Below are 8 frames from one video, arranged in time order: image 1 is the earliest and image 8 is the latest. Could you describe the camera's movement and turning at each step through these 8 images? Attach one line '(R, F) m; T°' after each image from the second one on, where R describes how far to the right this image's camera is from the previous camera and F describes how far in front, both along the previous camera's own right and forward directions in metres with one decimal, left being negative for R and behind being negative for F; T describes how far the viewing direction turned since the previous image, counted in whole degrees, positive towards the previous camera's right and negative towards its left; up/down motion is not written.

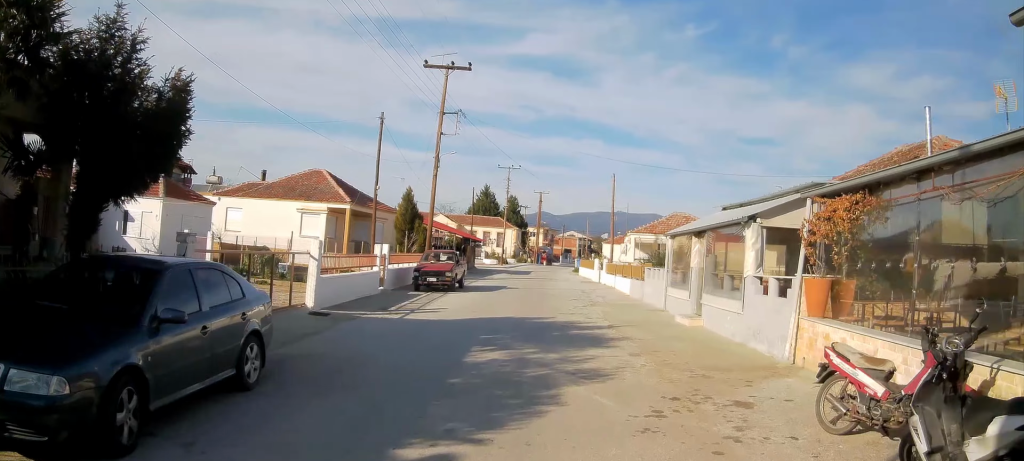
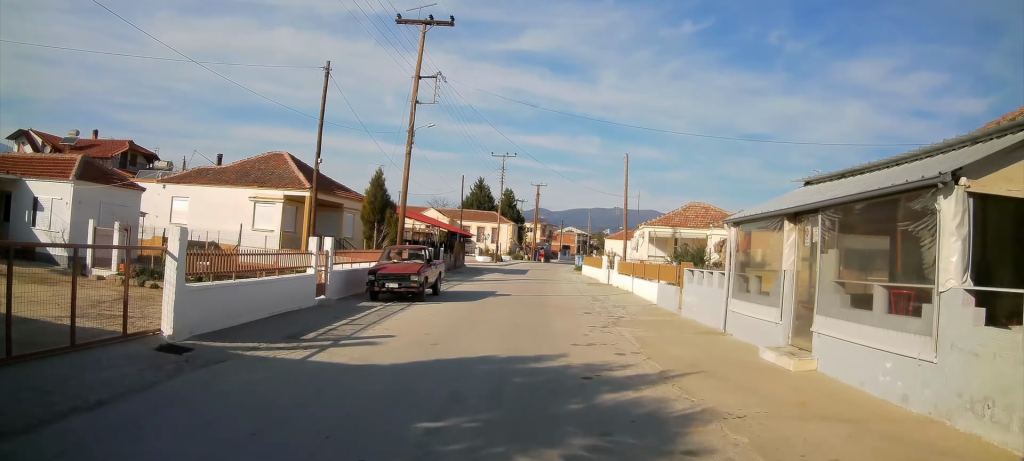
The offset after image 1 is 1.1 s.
(0.0, +5.5) m; -1°
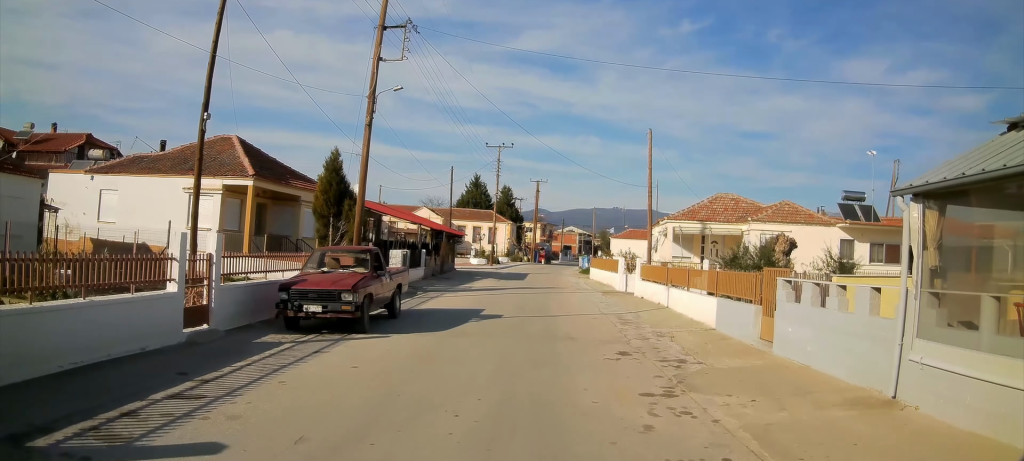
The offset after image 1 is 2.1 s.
(0.0, +4.7) m; -1°
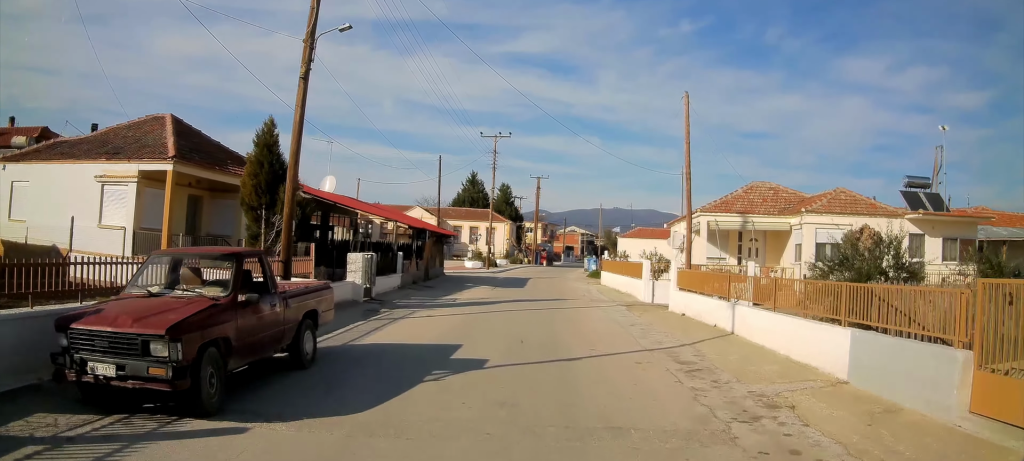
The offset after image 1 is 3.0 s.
(-0.1, +5.5) m; -1°
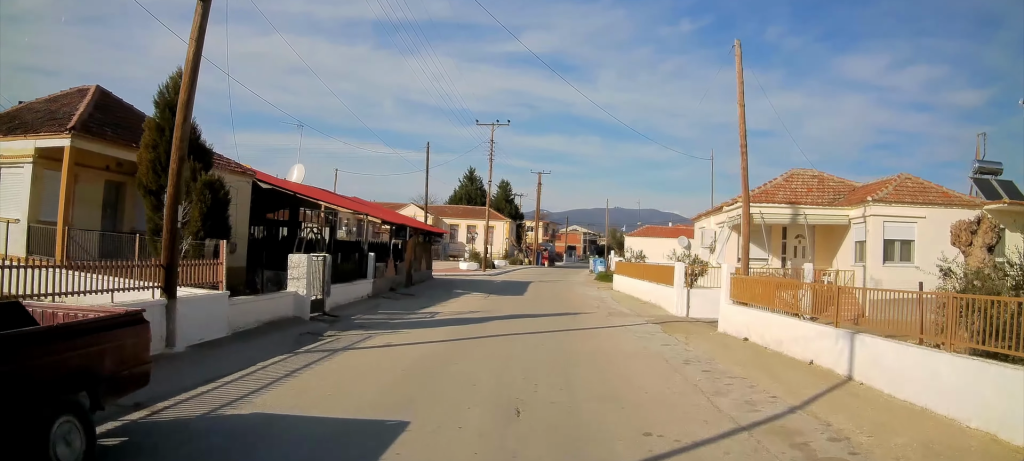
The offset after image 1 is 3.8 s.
(0.0, +5.1) m; 0°
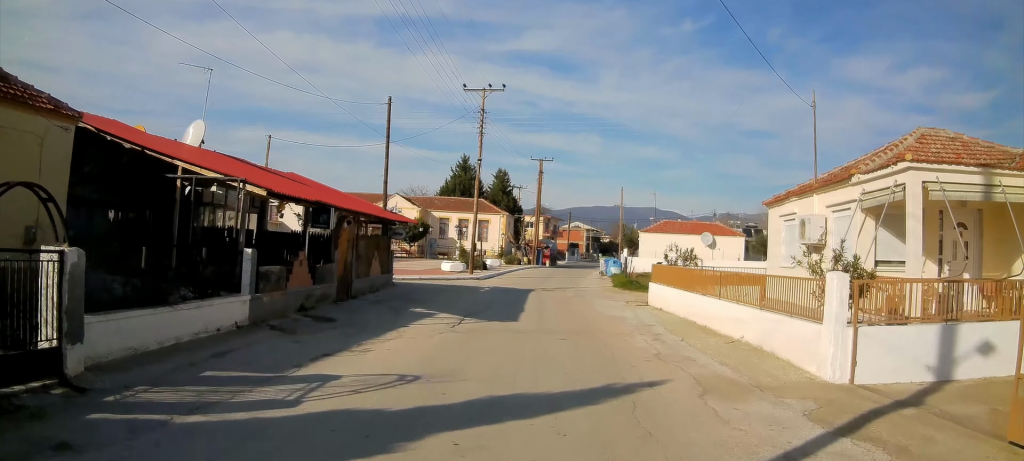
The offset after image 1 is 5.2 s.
(+0.1, +9.9) m; +1°
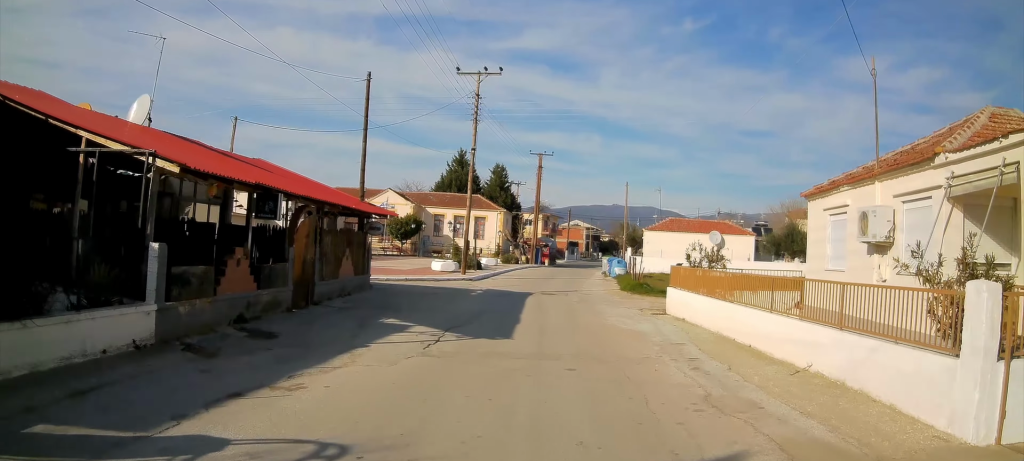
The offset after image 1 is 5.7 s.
(0.0, +3.2) m; 0°
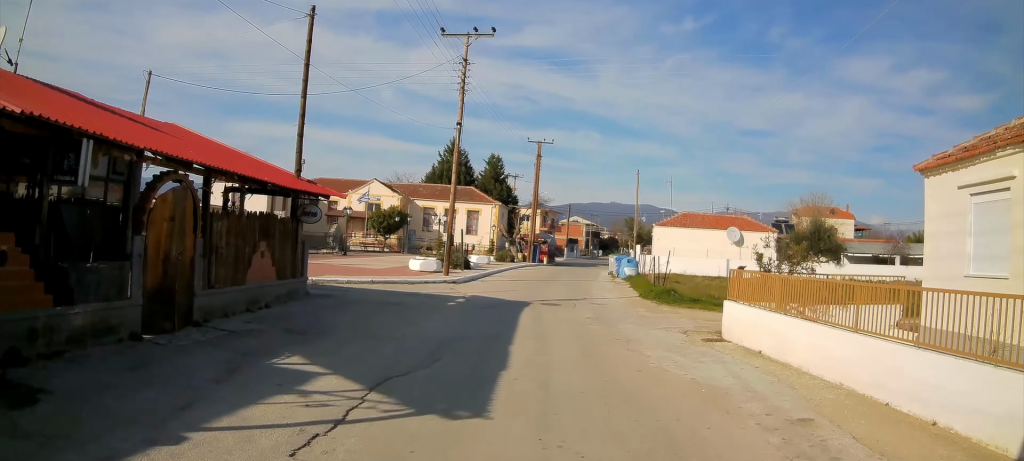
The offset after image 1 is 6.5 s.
(-0.1, +5.8) m; +1°
